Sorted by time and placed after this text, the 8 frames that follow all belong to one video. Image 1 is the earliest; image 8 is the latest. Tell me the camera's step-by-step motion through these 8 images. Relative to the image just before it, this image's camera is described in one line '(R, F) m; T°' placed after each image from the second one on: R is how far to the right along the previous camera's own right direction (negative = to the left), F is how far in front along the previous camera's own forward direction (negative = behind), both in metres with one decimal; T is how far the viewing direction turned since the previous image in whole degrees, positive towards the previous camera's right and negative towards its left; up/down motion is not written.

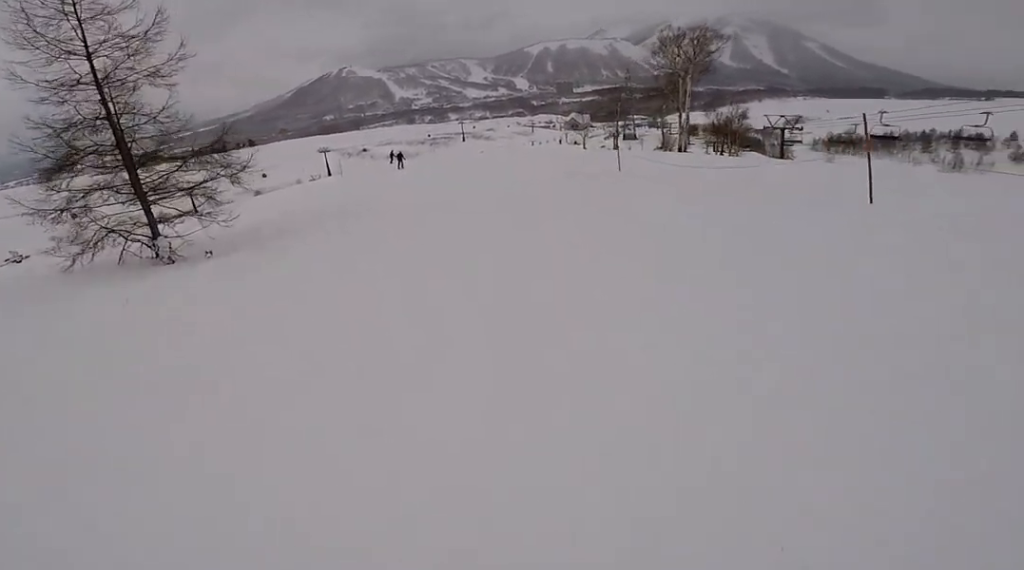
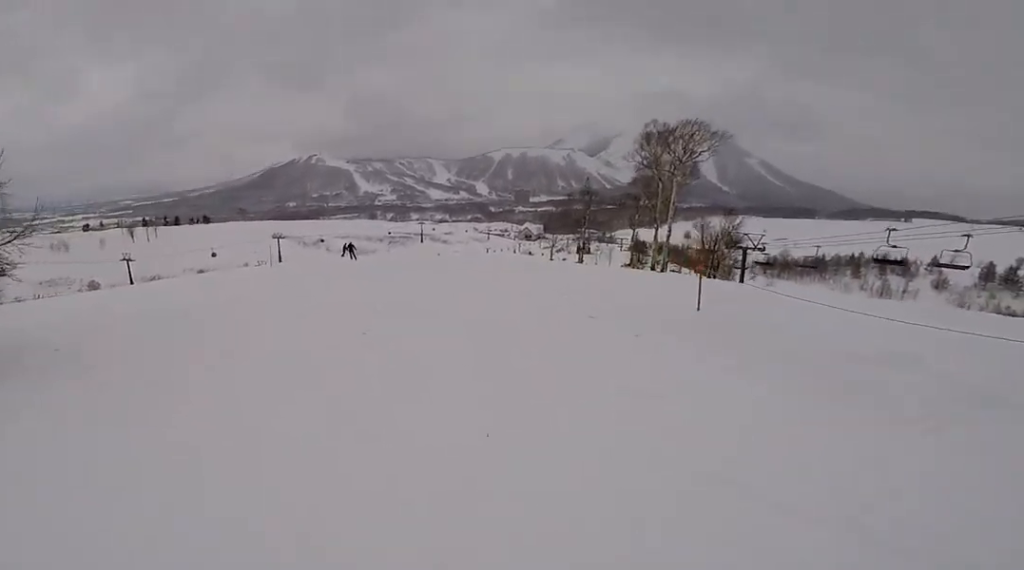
(-0.7, +6.6) m; +3°
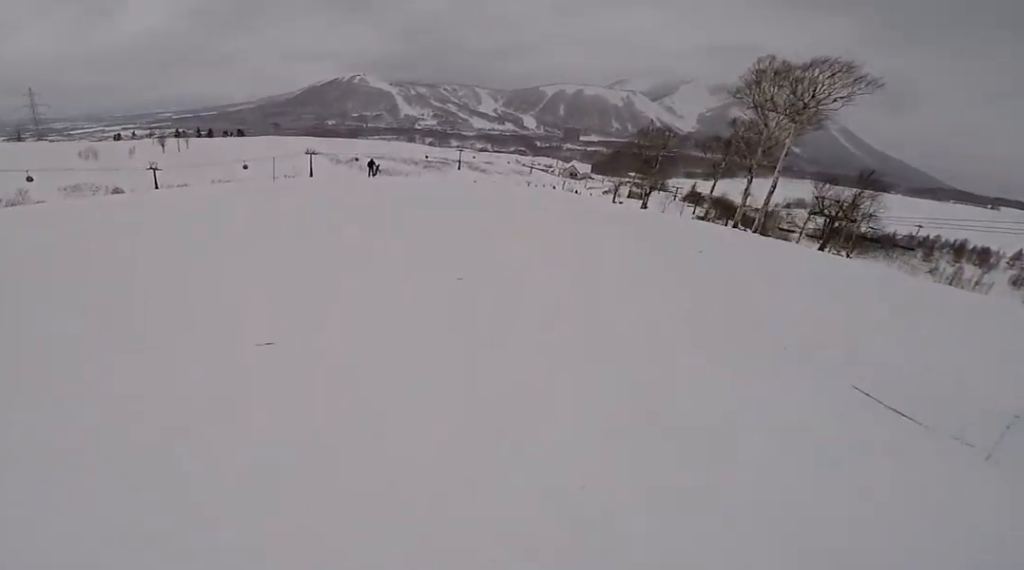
(+0.7, +5.5) m; +3°
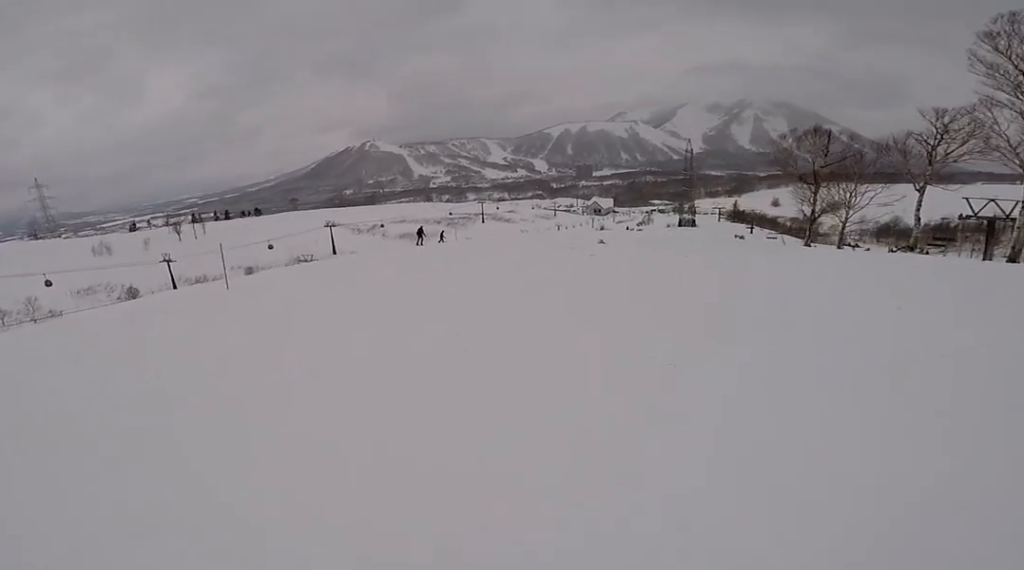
(+0.4, +15.4) m; -2°
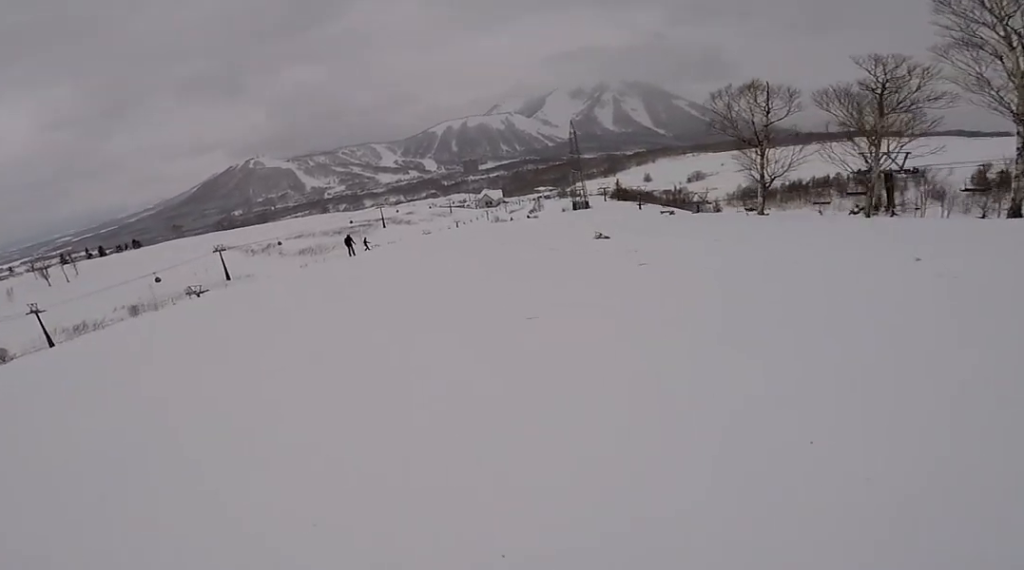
(-0.1, +6.9) m; +2°
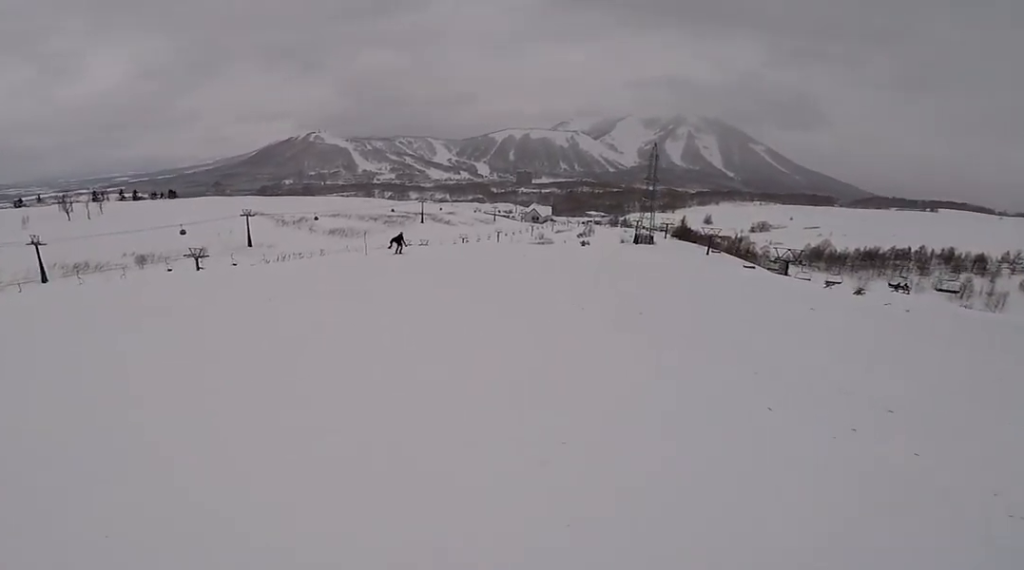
(+1.0, +15.0) m; +4°
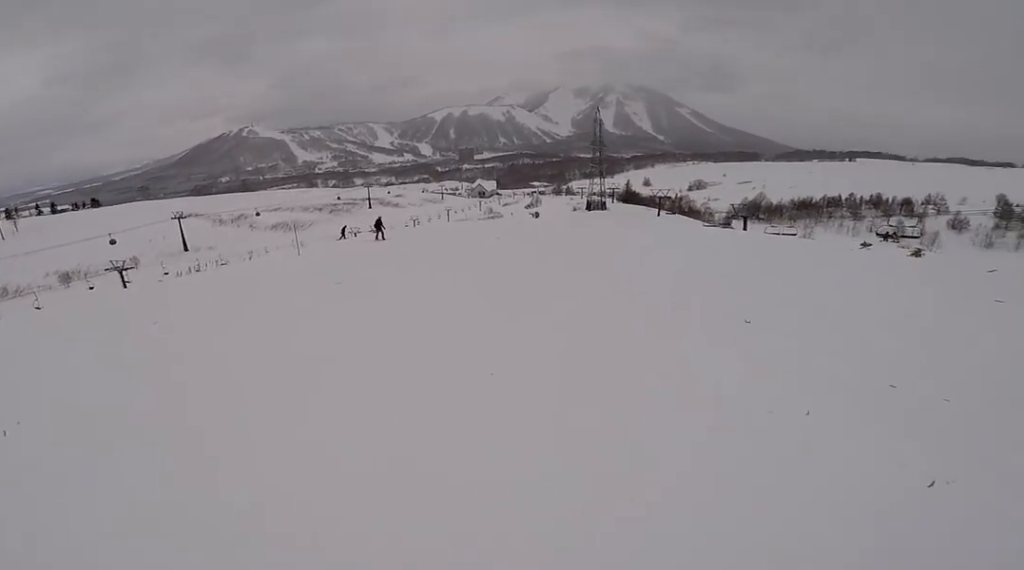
(-0.3, +6.3) m; +4°
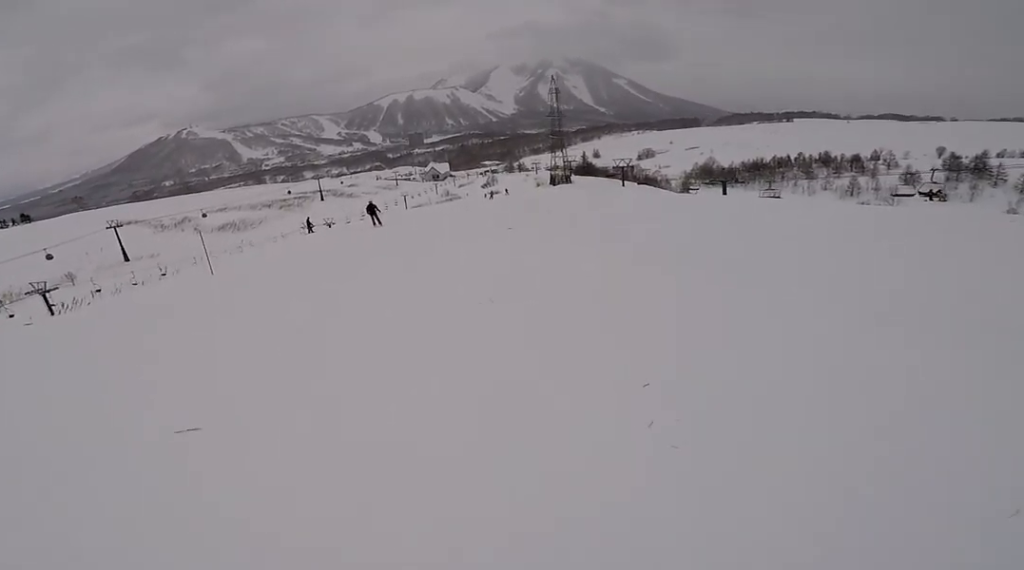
(+0.6, +8.1) m; +4°
